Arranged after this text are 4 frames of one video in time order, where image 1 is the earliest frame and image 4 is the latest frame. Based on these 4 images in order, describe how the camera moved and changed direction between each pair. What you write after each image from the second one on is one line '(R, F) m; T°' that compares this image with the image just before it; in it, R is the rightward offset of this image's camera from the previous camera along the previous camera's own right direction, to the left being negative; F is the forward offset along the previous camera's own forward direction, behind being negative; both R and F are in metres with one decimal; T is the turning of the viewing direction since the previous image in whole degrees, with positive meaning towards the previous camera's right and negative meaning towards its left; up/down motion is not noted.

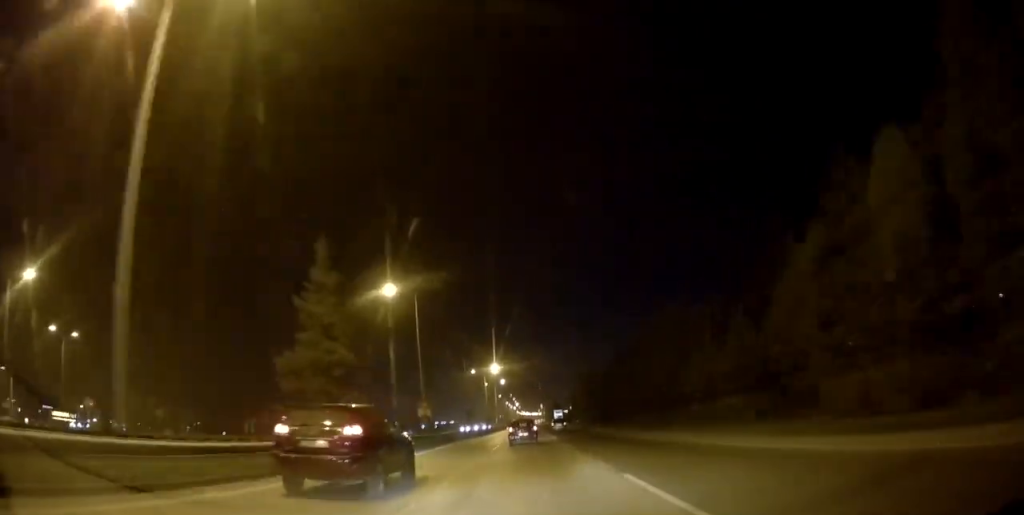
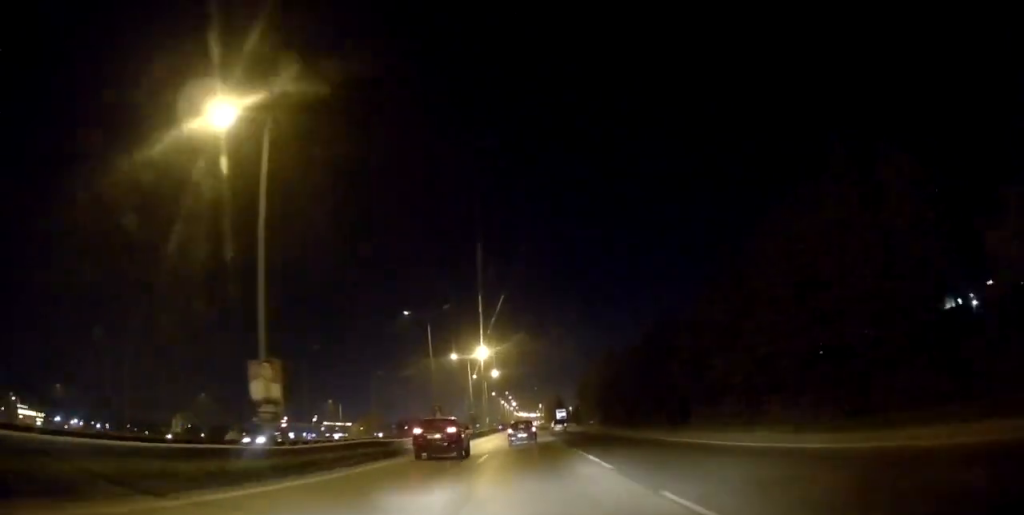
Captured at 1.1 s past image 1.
(-0.1, +27.9) m; 0°
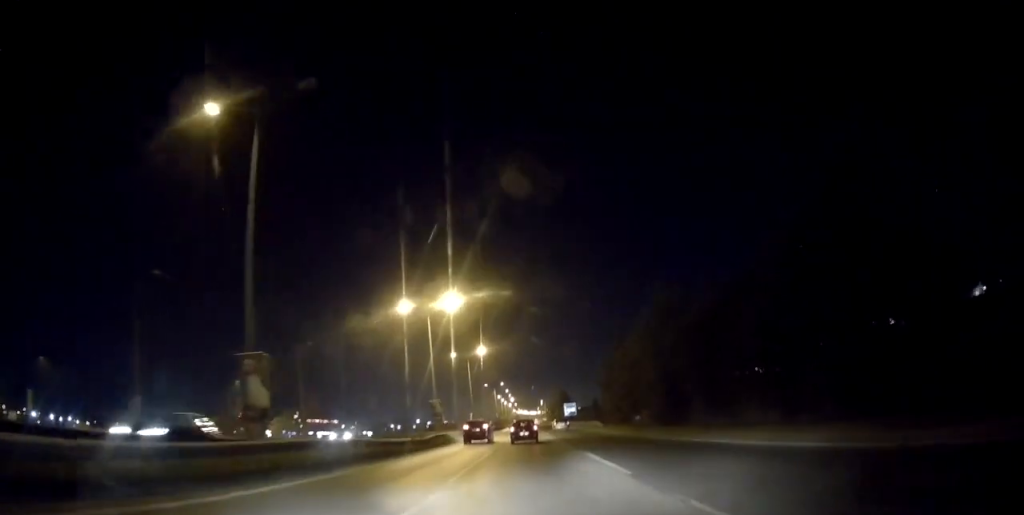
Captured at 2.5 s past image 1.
(+0.2, +35.8) m; 0°
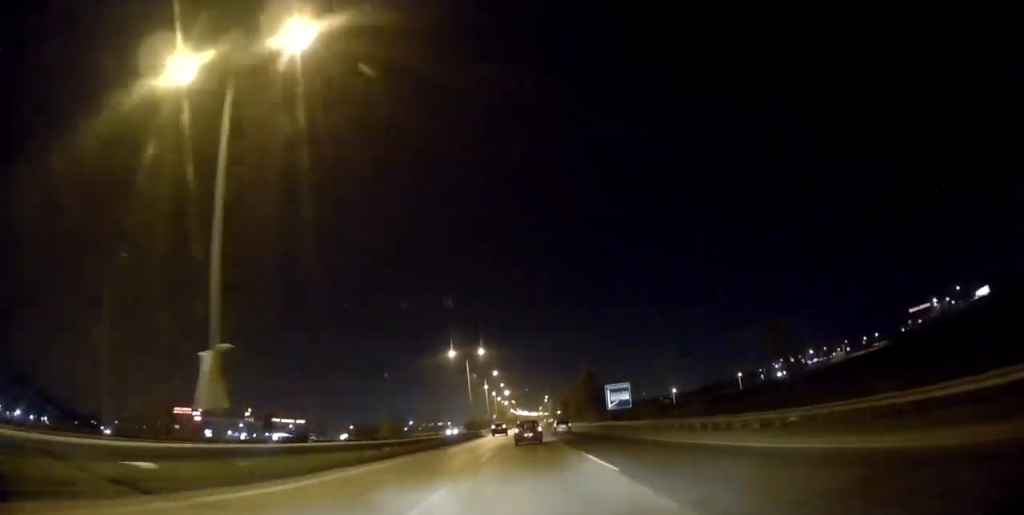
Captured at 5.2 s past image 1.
(-0.5, +72.2) m; -1°
